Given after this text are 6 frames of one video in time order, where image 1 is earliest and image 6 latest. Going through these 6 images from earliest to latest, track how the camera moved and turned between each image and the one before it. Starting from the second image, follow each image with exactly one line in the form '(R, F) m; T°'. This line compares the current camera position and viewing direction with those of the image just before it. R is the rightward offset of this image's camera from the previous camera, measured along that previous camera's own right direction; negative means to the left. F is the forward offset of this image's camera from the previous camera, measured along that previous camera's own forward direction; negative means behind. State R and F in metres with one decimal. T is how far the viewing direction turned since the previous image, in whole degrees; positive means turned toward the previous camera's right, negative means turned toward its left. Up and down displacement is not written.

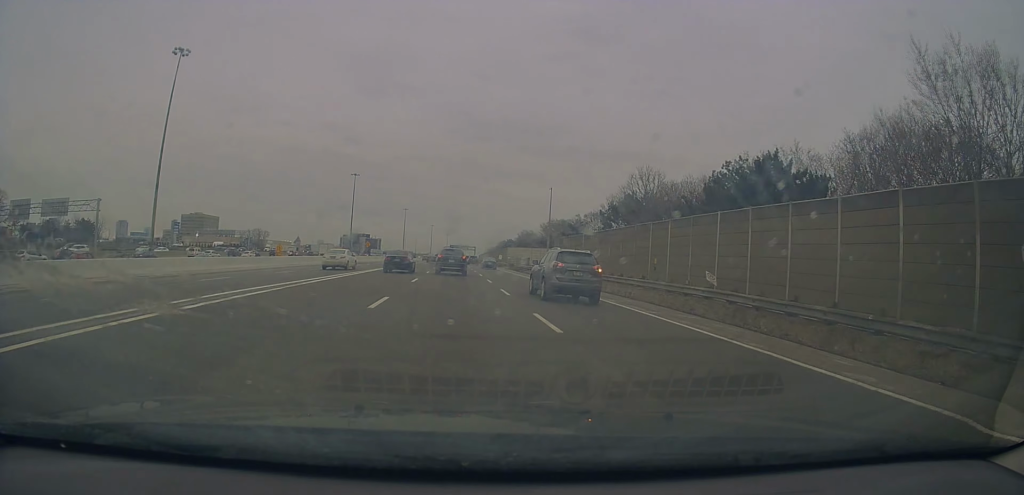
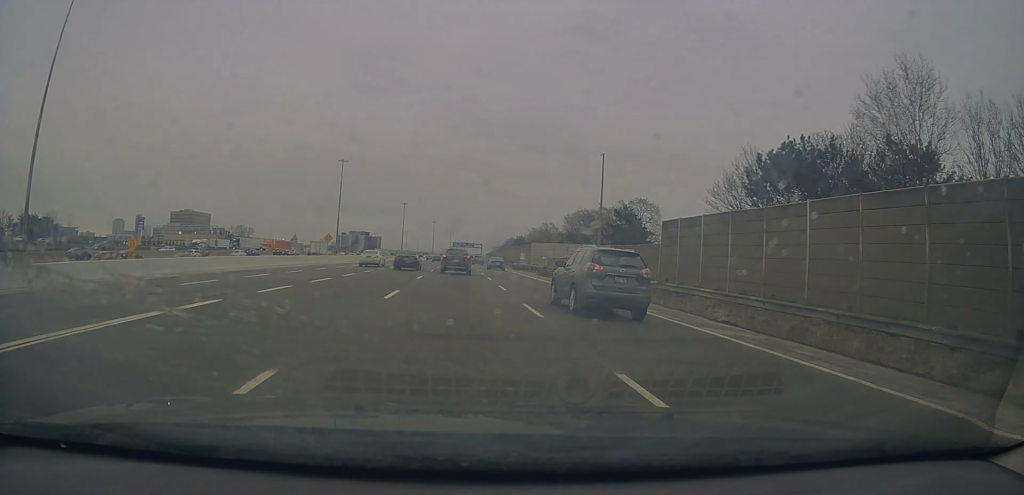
(-0.2, +33.6) m; 0°
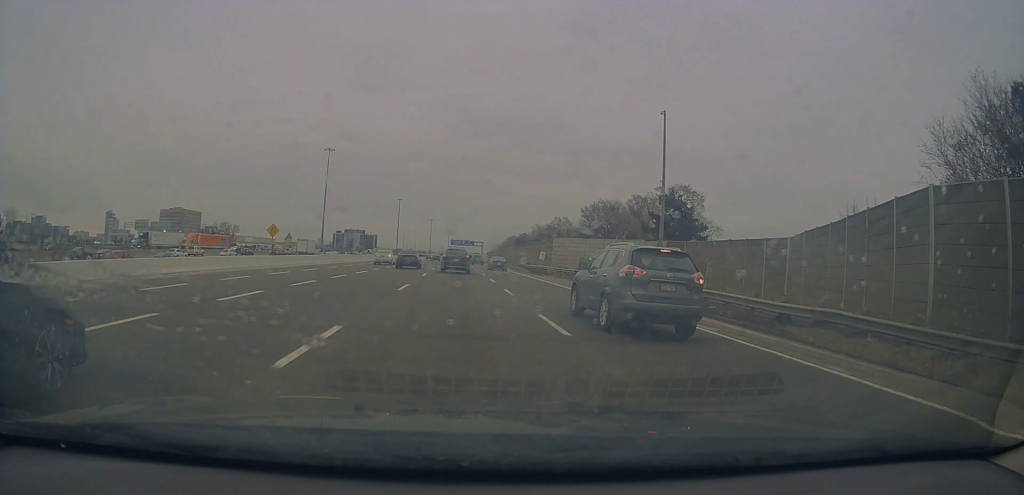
(+0.3, +20.4) m; -1°
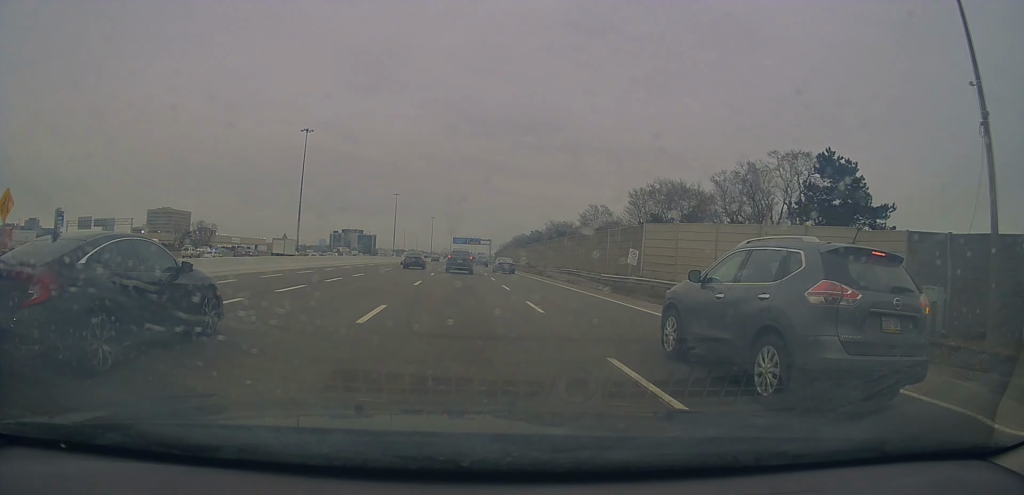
(-0.8, +32.9) m; 0°
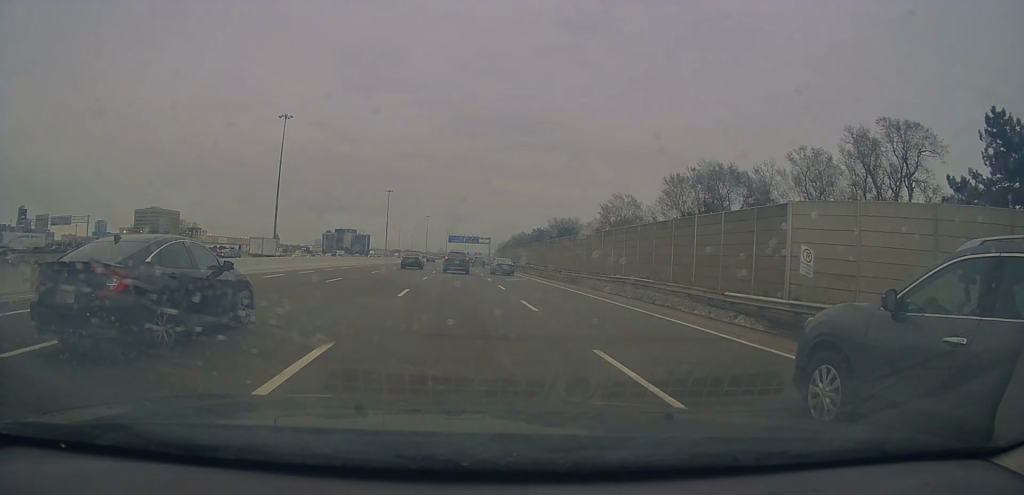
(+0.1, +17.6) m; 0°
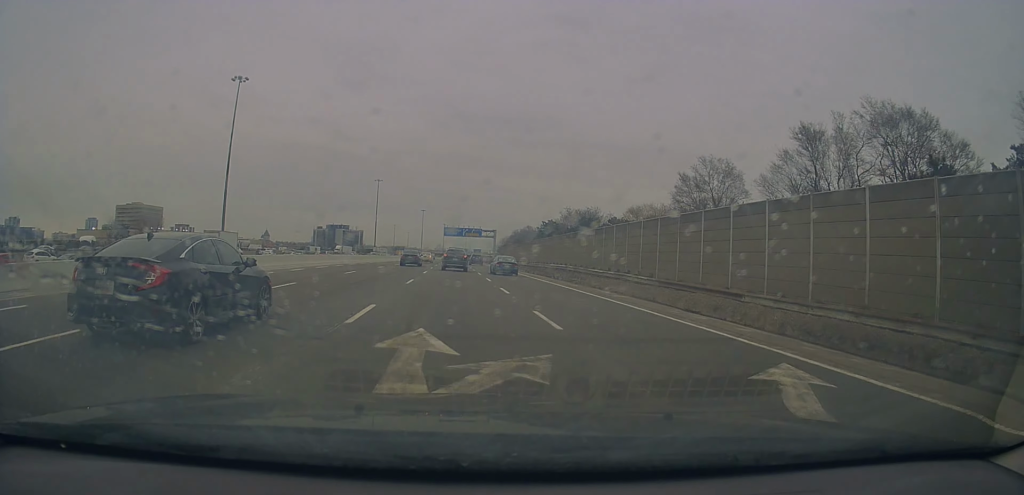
(+0.1, +30.3) m; +2°
